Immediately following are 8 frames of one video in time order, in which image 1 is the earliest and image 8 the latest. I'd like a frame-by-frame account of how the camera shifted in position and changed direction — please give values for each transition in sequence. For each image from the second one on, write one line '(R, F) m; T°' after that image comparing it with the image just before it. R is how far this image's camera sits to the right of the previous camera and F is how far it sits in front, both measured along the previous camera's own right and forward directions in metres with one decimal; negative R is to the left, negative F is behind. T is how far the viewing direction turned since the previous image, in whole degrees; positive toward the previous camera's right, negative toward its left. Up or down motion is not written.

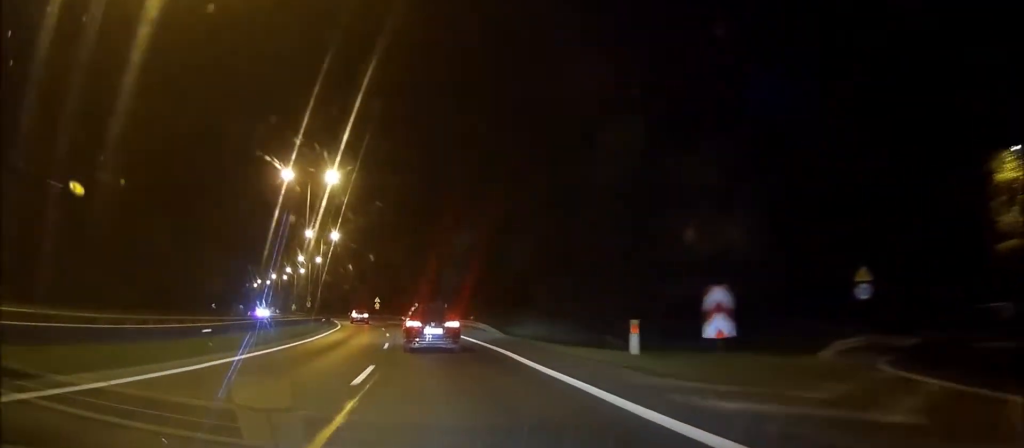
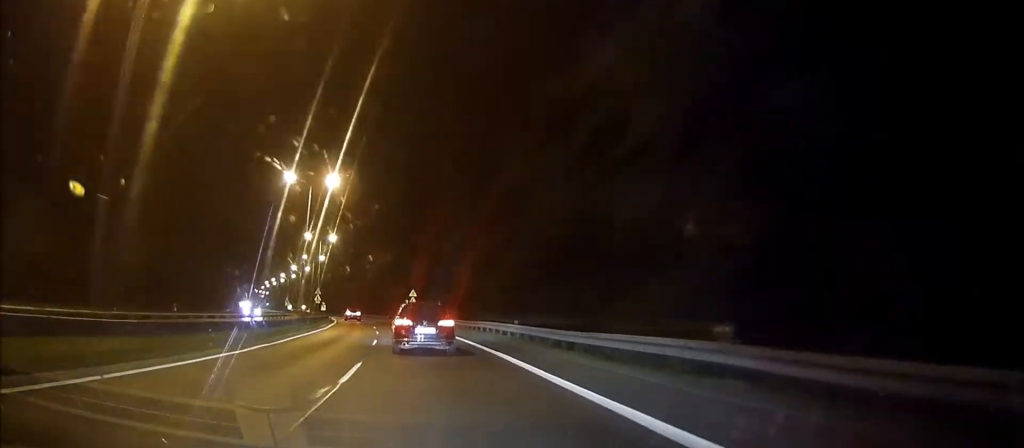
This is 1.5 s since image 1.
(-2.3, +34.8) m; -6°
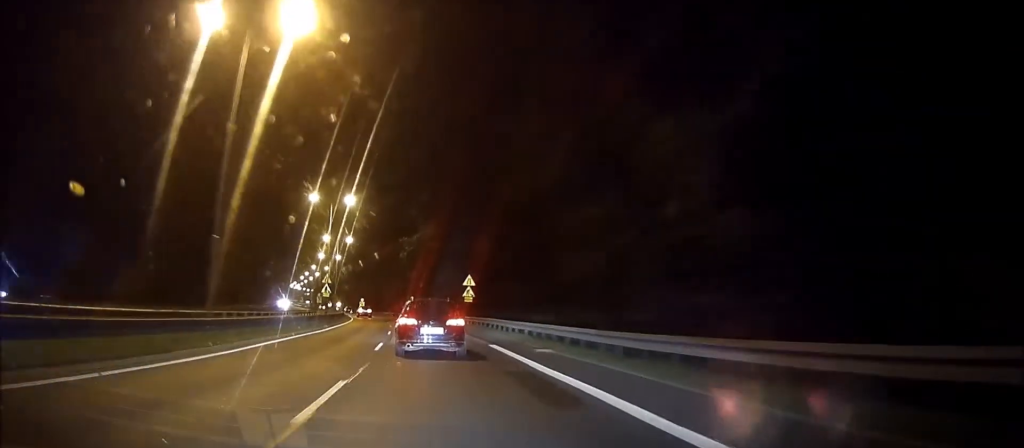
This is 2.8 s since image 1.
(-0.6, +27.2) m; -3°
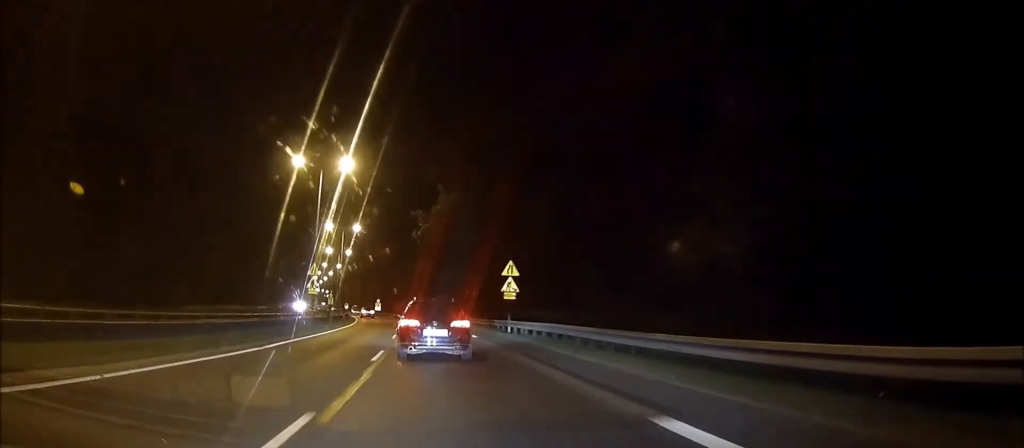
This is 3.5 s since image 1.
(-0.2, +15.0) m; -2°
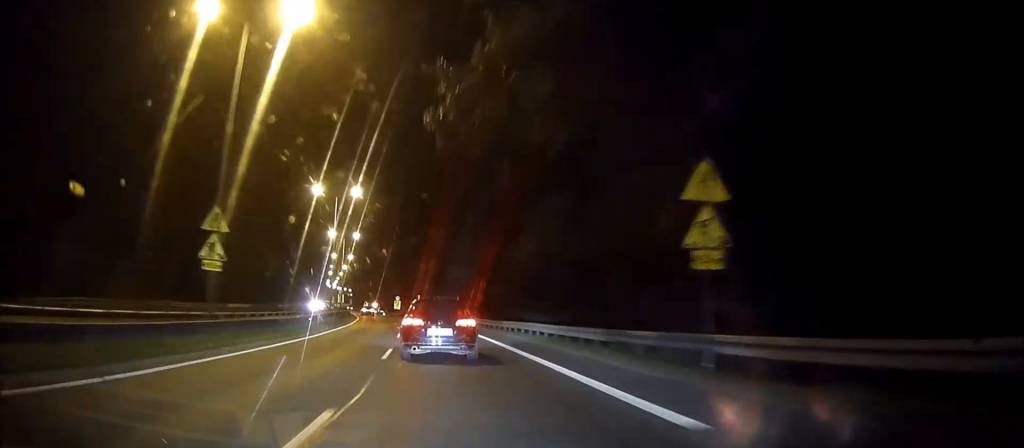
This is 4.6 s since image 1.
(-0.9, +23.6) m; -3°
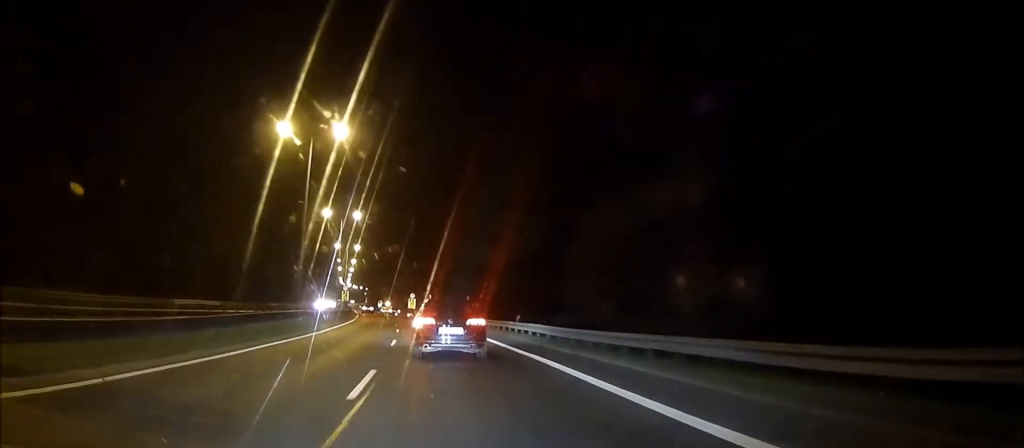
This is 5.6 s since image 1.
(-0.2, +19.7) m; -2°
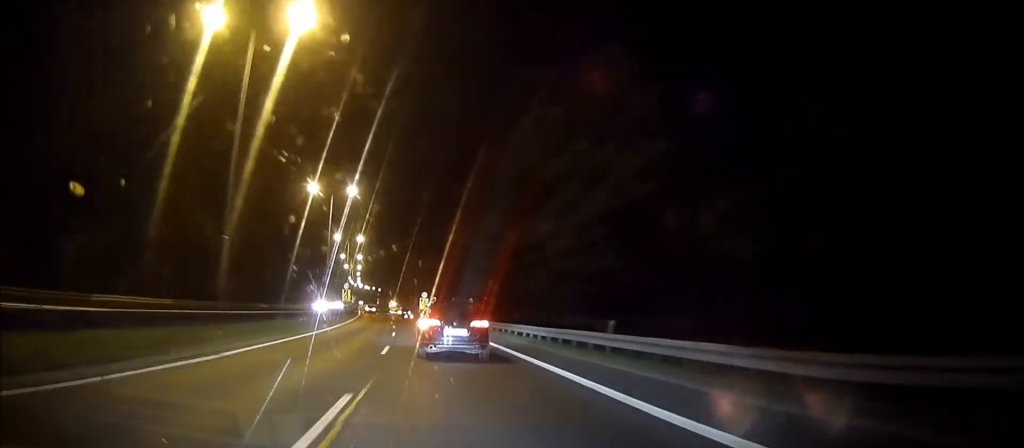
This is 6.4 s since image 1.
(-0.2, +16.0) m; -2°
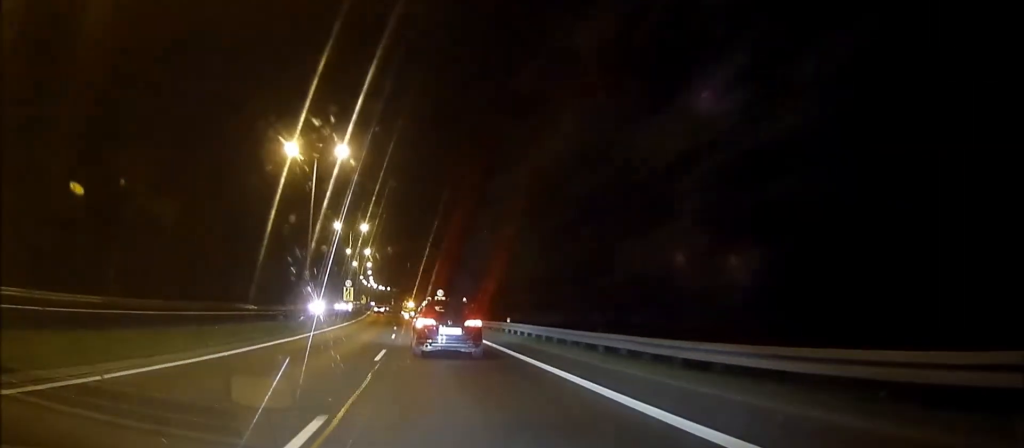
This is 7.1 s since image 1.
(-0.3, +14.5) m; -1°
